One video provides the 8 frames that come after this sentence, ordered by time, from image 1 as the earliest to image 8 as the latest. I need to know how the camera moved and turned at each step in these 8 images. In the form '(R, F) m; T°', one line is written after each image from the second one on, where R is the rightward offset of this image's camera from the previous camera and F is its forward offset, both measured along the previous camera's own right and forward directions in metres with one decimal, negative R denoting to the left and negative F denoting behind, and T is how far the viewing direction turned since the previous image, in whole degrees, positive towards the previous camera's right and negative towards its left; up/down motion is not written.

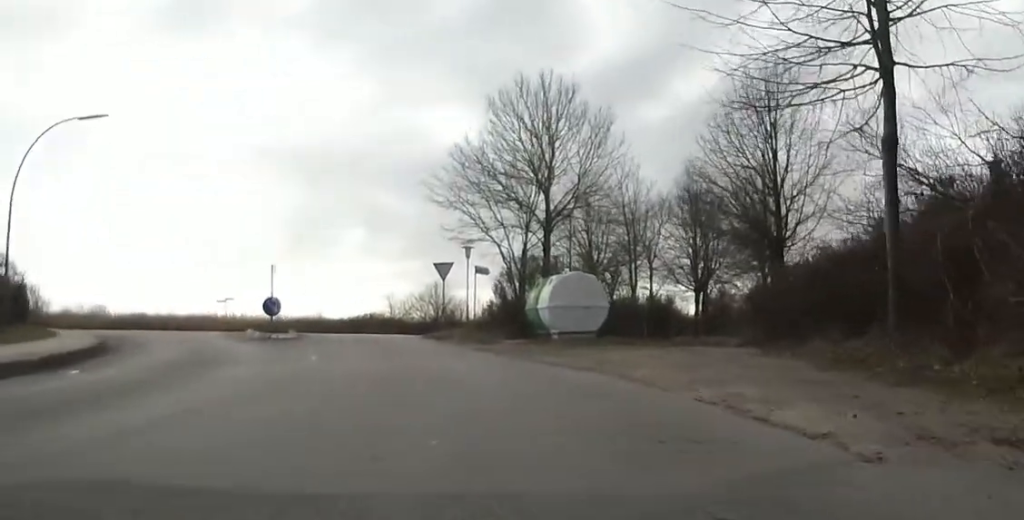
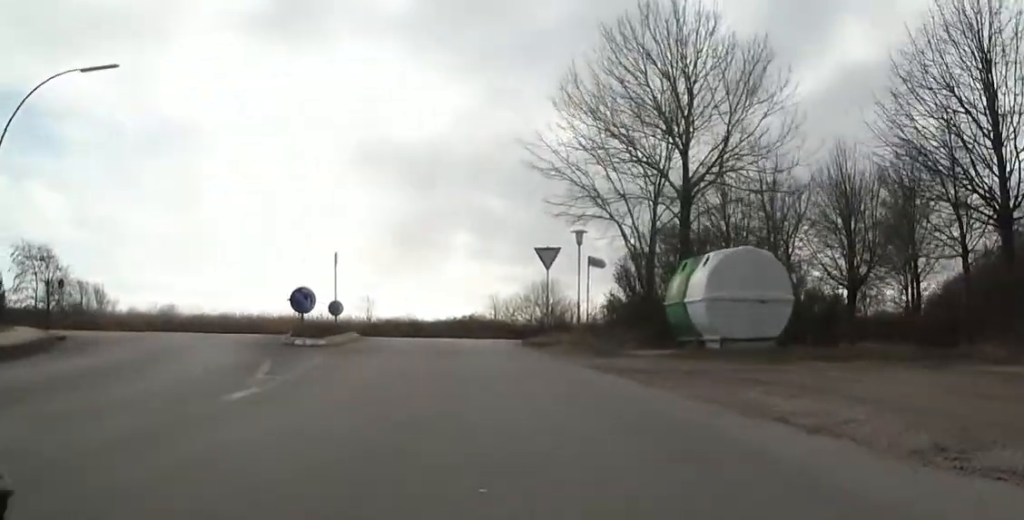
(+0.1, +7.3) m; -1°
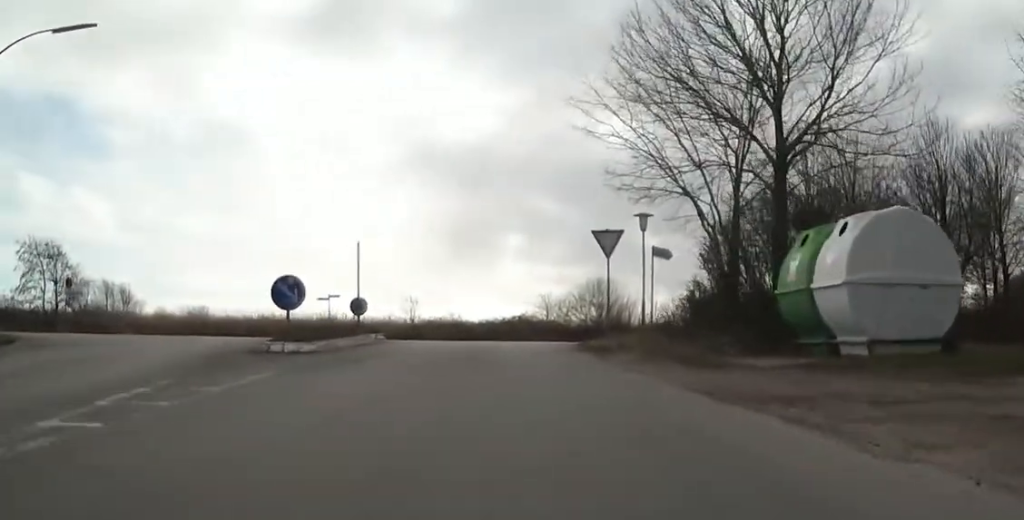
(-0.1, +4.3) m; -2°
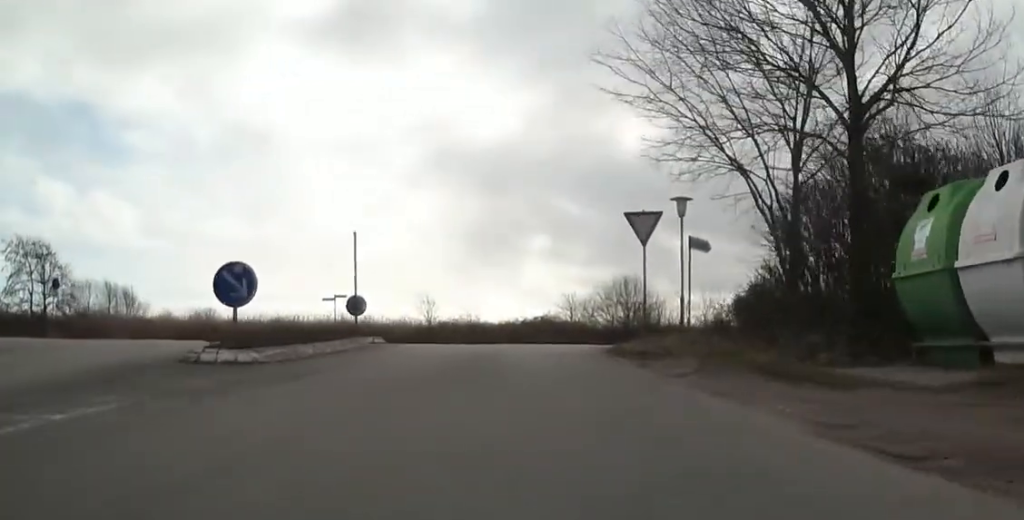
(0.0, +3.1) m; 0°
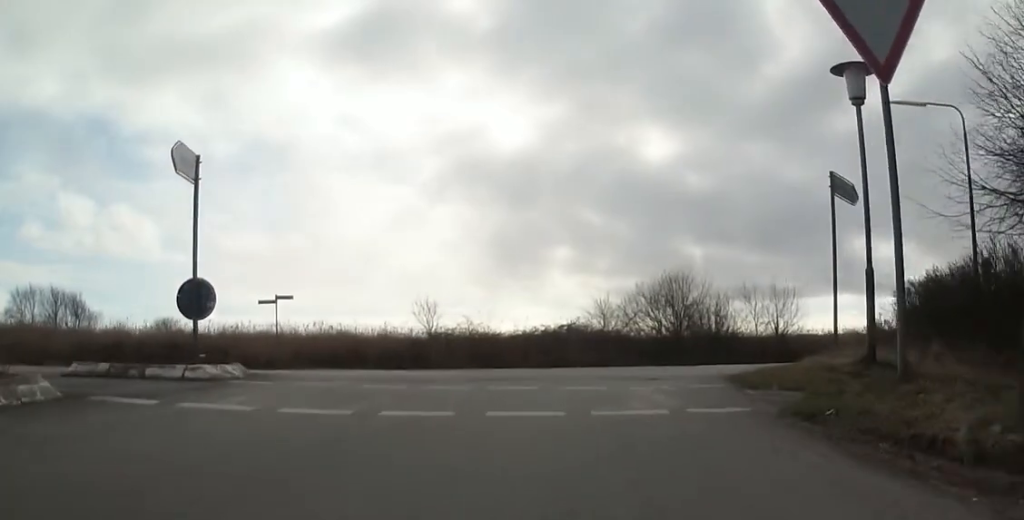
(+0.3, +11.4) m; +9°
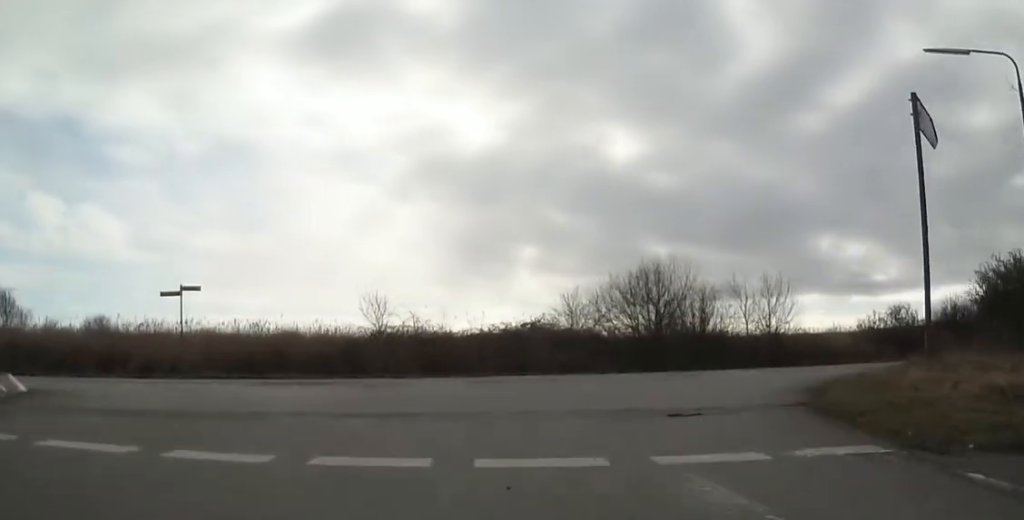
(+0.5, +4.9) m; +7°
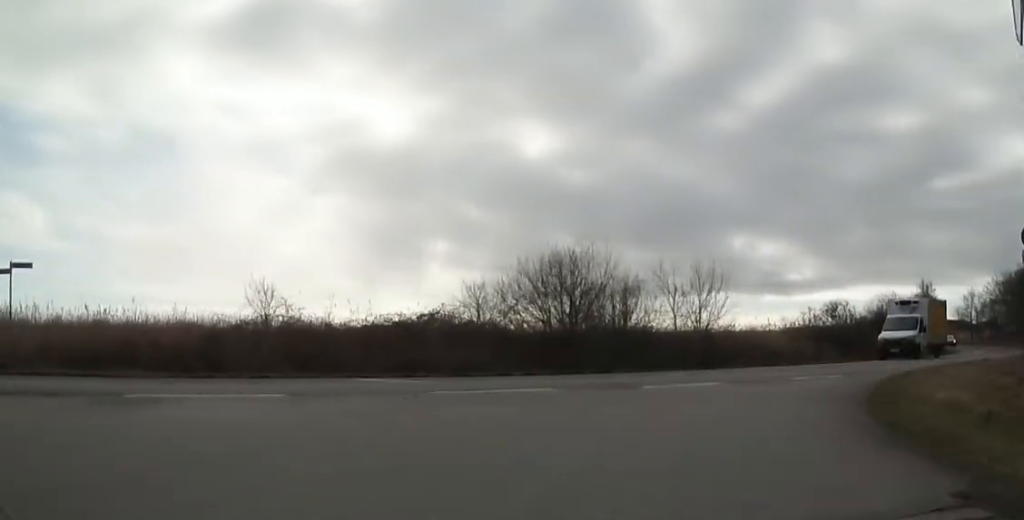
(+0.1, +4.4) m; +10°
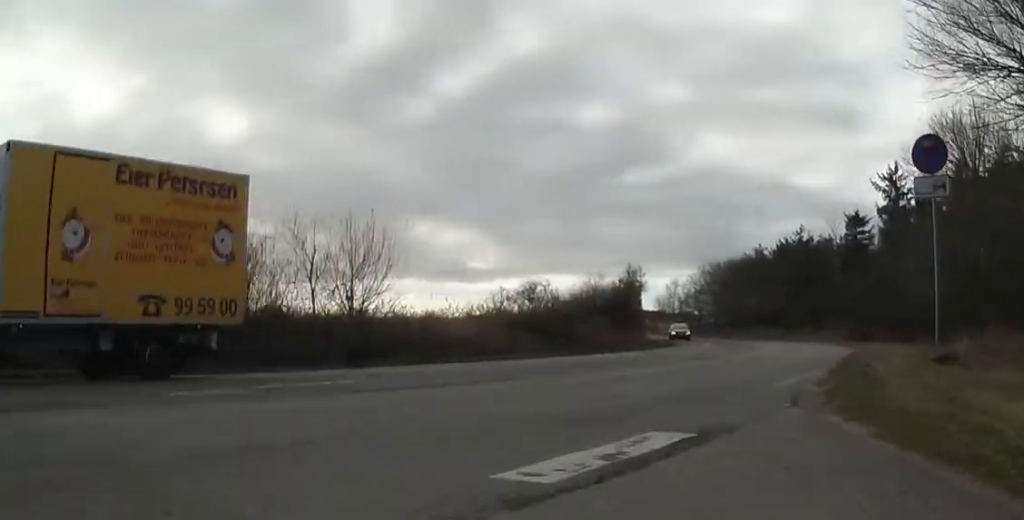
(+2.0, +9.3) m; +19°
